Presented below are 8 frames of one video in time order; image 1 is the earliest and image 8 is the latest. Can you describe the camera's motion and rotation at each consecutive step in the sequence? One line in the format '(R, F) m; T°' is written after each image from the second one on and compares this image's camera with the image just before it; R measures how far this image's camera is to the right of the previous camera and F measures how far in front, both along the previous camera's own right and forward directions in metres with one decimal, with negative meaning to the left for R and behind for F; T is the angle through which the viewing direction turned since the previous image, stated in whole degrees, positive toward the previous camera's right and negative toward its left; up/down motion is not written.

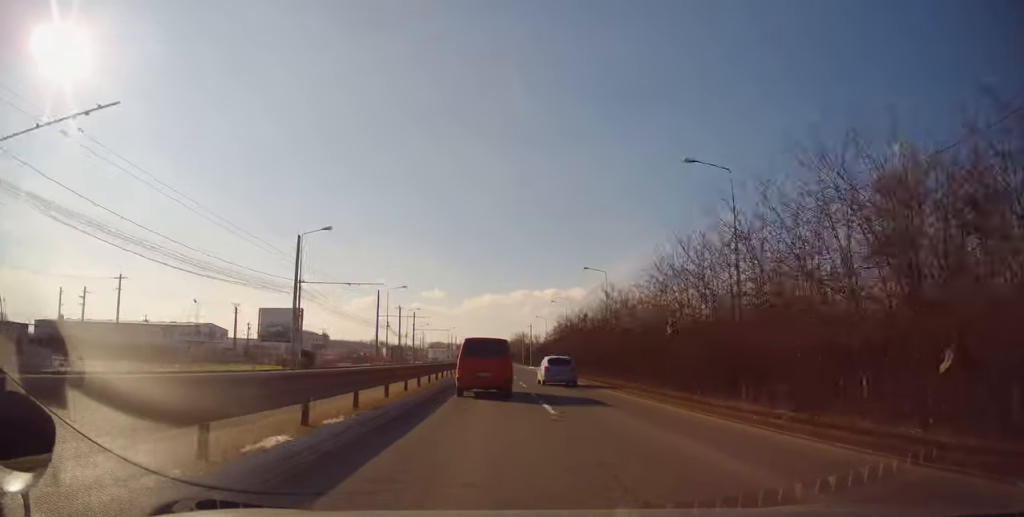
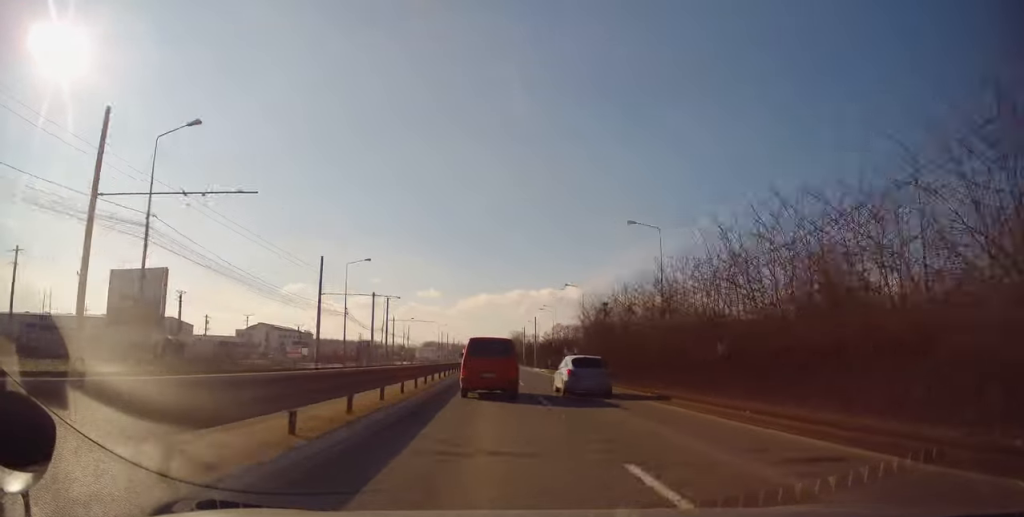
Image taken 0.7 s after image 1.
(-0.2, +21.3) m; 0°
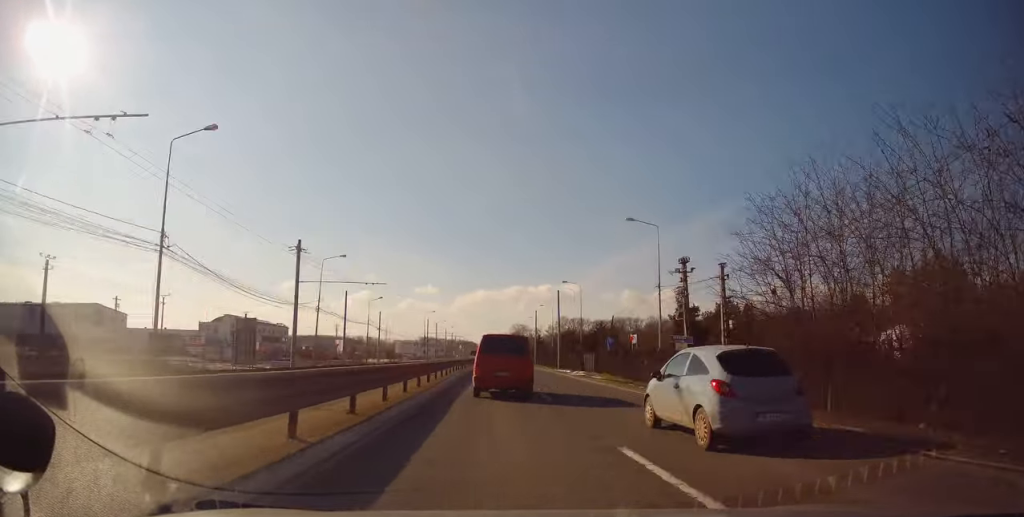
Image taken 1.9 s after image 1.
(+0.2, +33.2) m; +1°
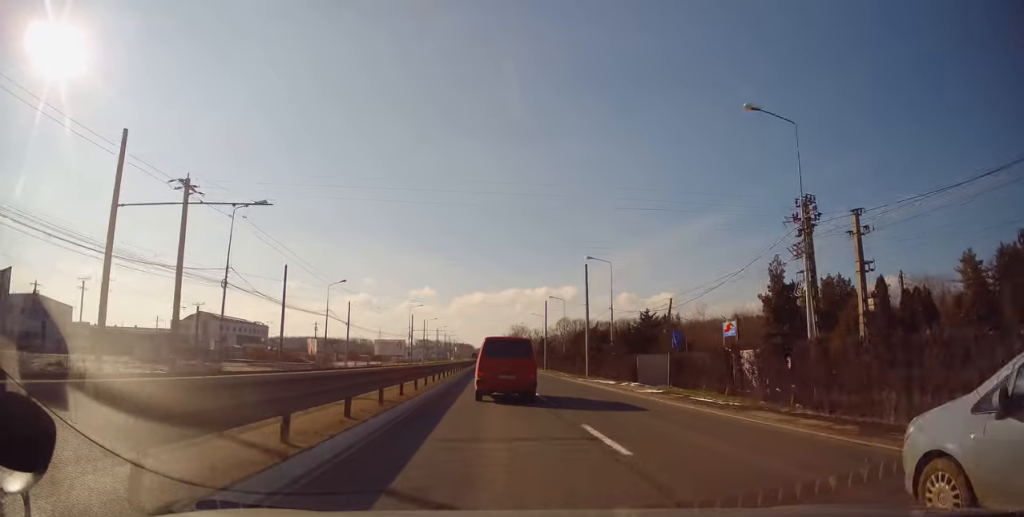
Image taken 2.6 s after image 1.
(+0.2, +21.7) m; +1°
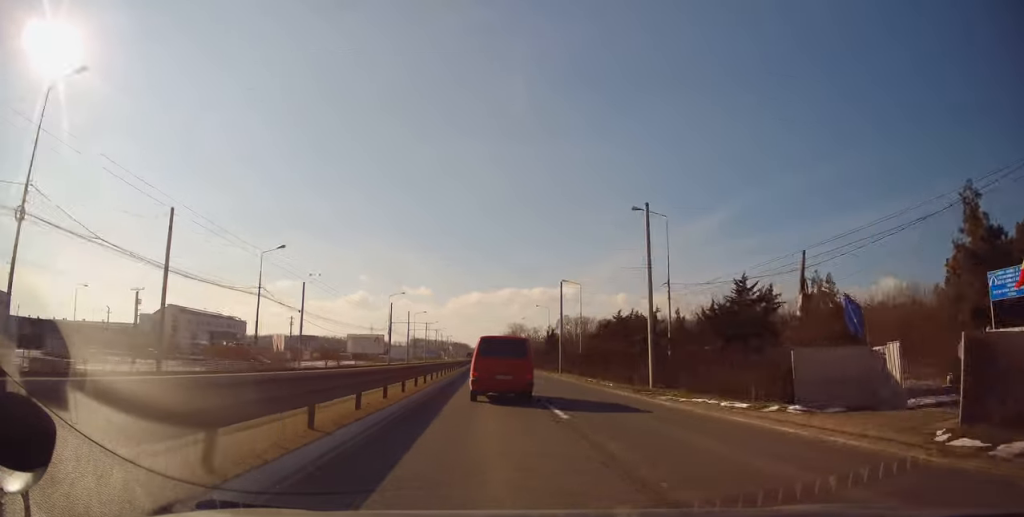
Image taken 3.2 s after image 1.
(-0.1, +18.9) m; +1°
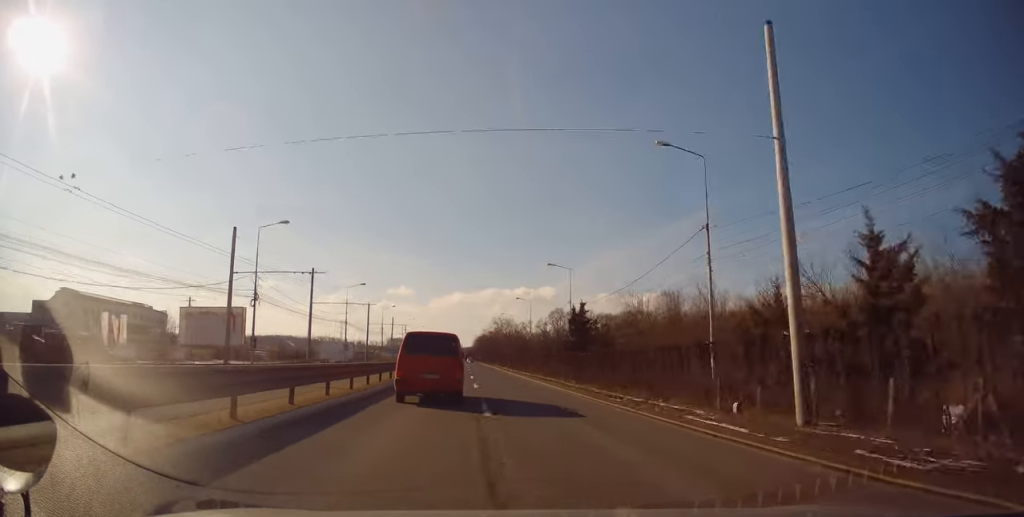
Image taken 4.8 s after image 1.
(+0.4, +46.7) m; 0°
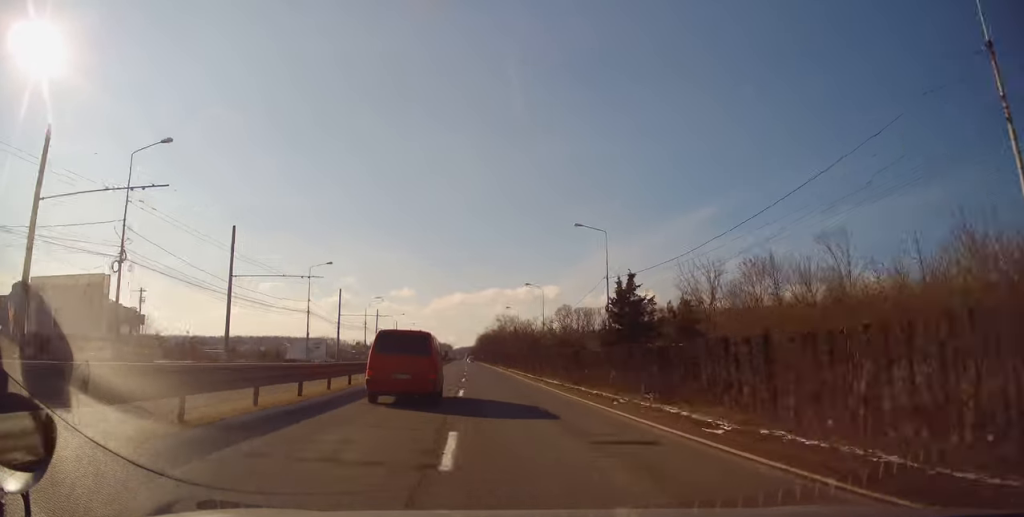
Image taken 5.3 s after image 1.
(-0.1, +17.5) m; 0°
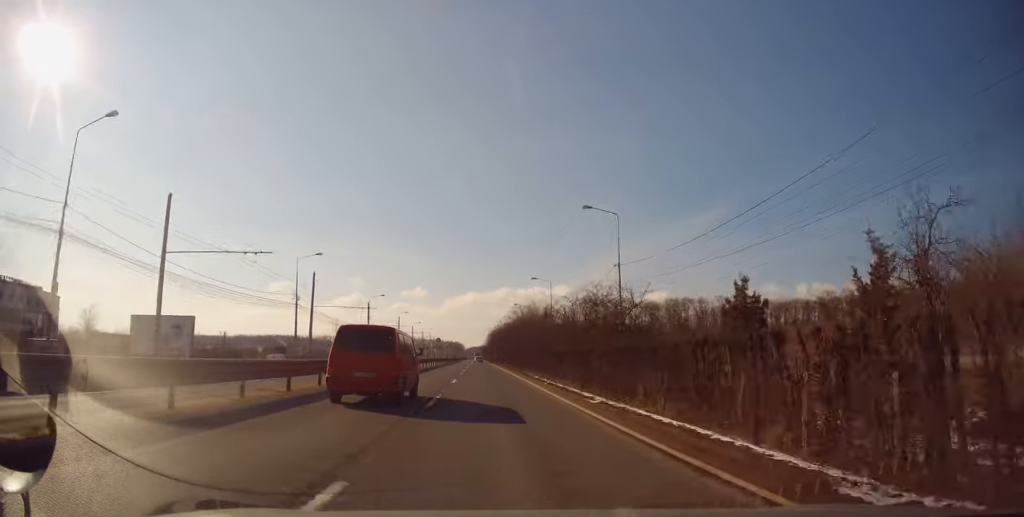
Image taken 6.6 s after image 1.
(+0.3, +39.6) m; -1°
